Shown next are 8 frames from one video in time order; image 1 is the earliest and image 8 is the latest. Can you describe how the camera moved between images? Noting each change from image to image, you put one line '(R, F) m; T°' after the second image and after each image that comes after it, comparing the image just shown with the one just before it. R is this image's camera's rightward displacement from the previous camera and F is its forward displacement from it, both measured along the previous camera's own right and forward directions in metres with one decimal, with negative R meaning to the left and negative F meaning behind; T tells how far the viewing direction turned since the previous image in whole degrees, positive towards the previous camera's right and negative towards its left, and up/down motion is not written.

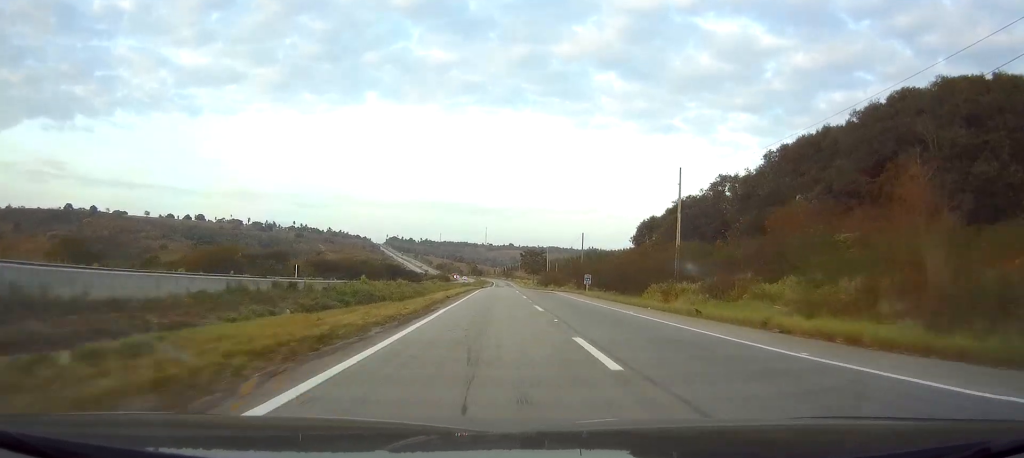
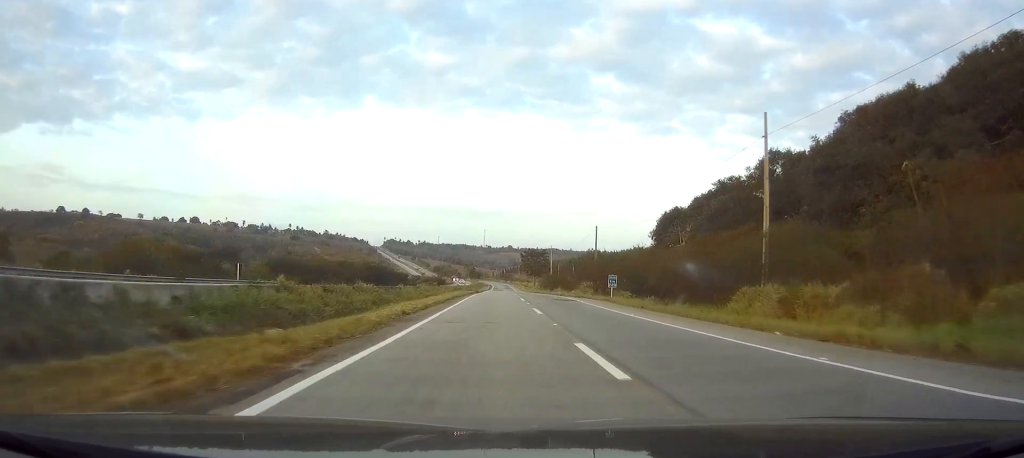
(0.0, +17.2) m; 0°
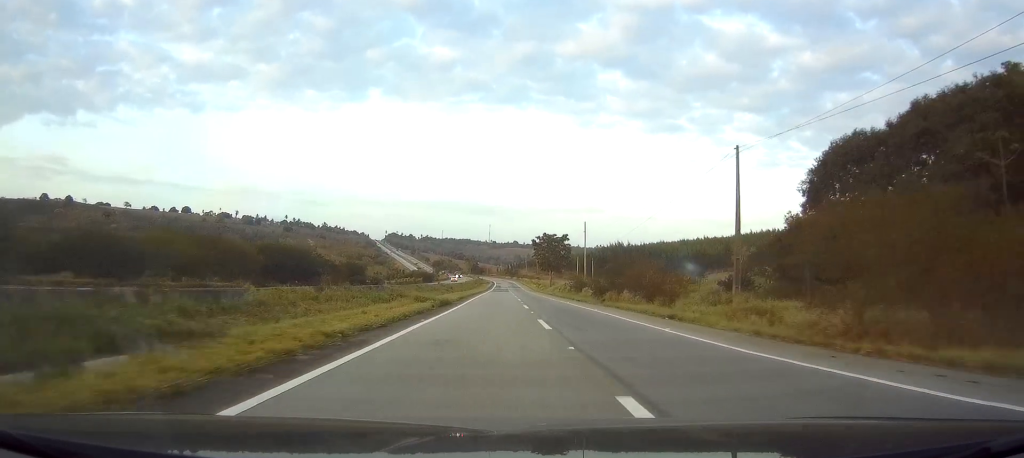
(-0.1, +54.6) m; 0°
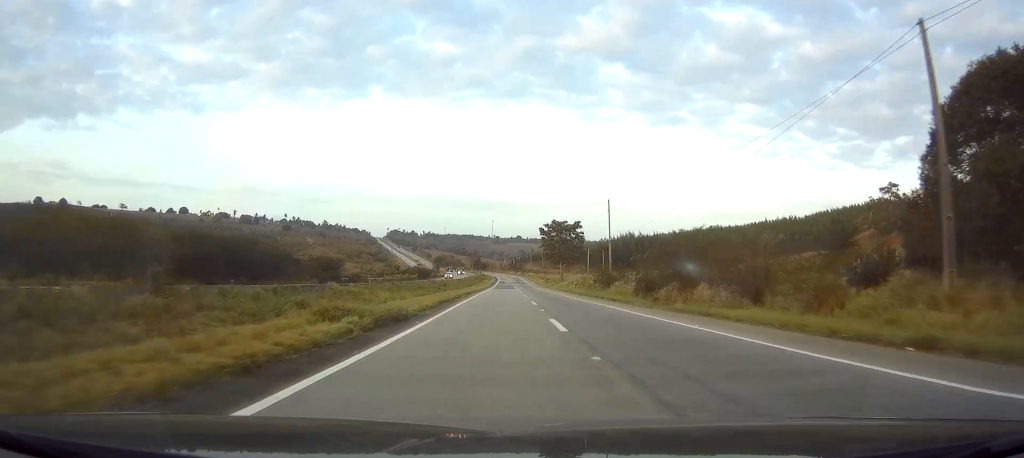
(0.0, +19.1) m; 0°
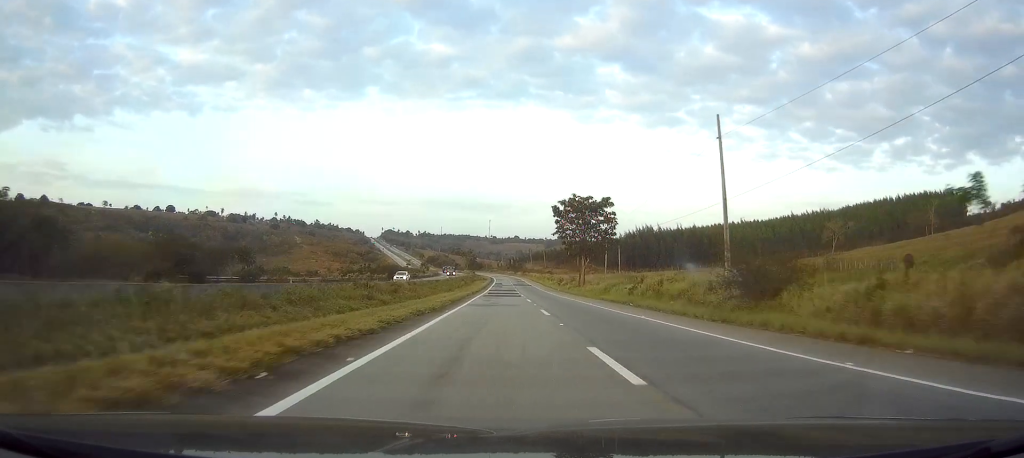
(-0.1, +40.3) m; 0°
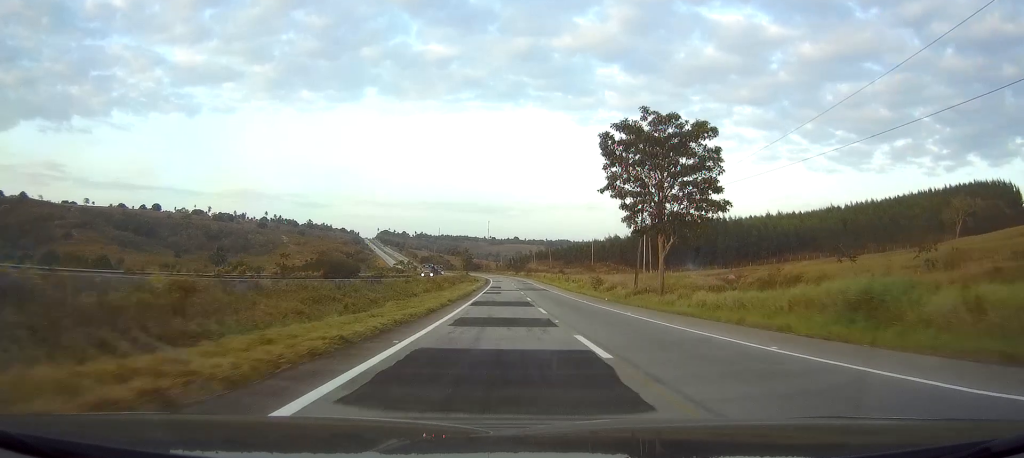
(-0.1, +45.6) m; 0°
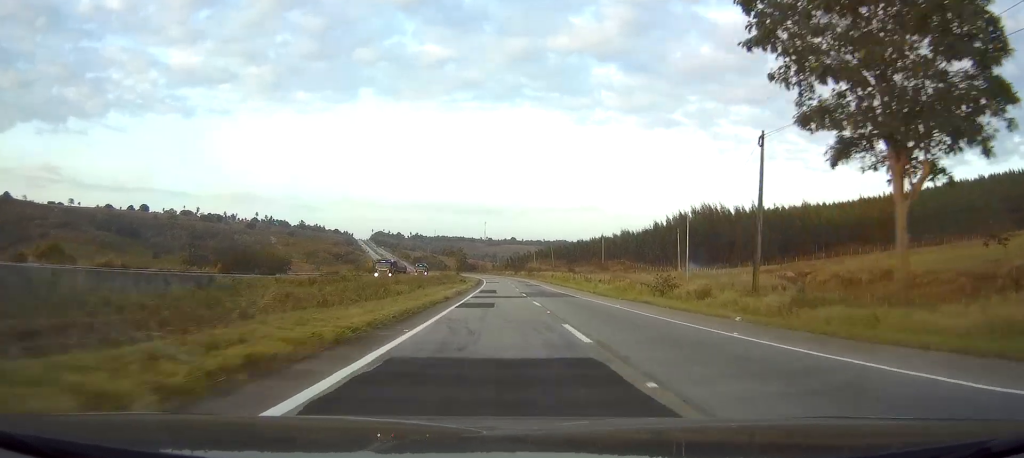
(+0.1, +30.1) m; 0°
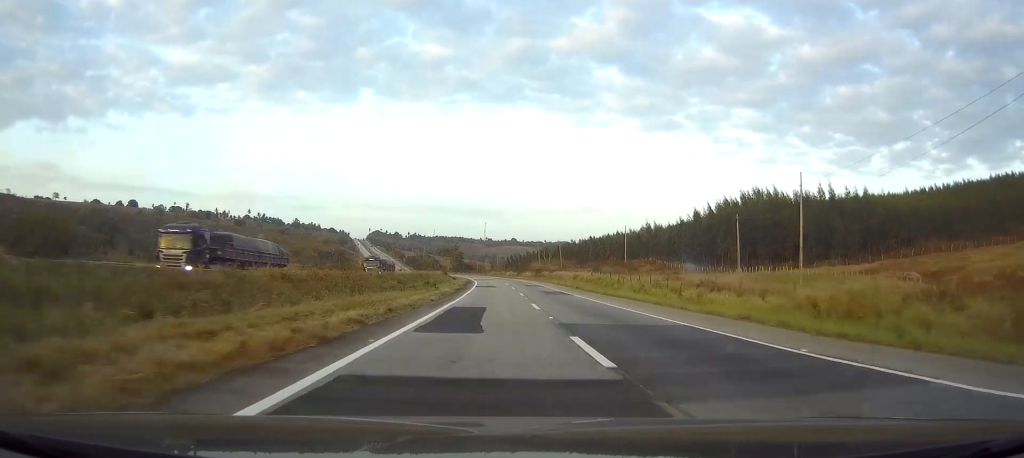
(0.0, +35.8) m; 0°
